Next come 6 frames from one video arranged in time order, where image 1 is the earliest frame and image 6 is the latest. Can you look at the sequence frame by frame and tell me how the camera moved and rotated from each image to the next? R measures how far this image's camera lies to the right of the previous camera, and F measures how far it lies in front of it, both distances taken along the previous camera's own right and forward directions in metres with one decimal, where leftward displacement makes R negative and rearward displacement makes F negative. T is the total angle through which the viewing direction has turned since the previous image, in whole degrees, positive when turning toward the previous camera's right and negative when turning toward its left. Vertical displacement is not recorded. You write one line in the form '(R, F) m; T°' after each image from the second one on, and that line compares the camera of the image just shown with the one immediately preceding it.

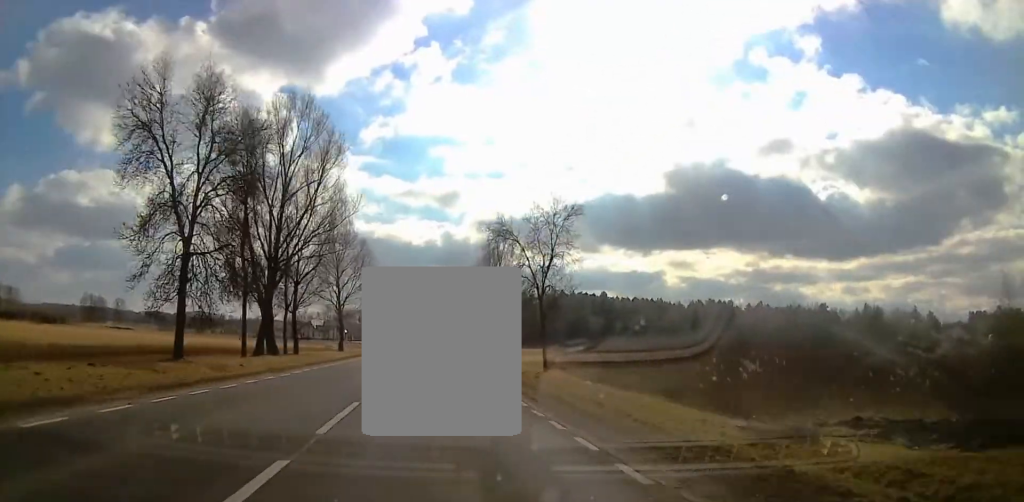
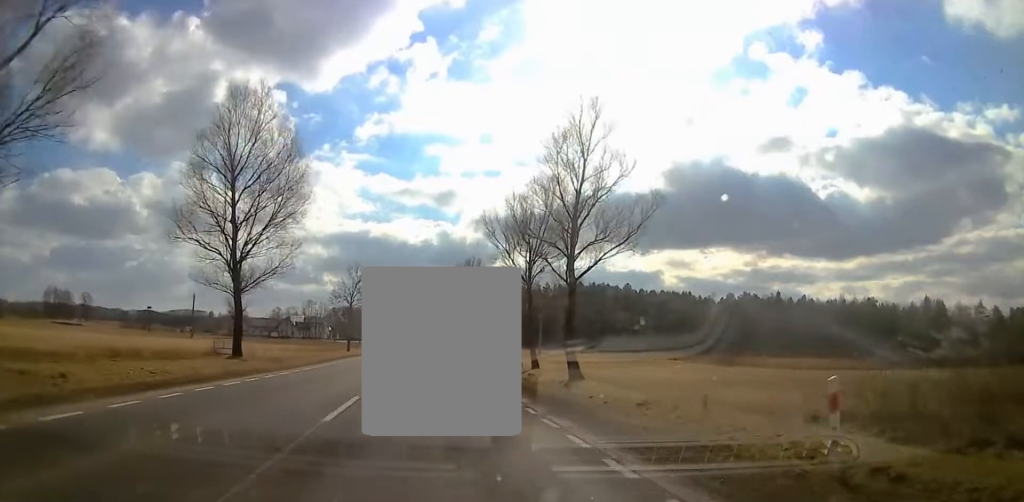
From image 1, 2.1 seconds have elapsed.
(-1.3, +47.4) m; -1°
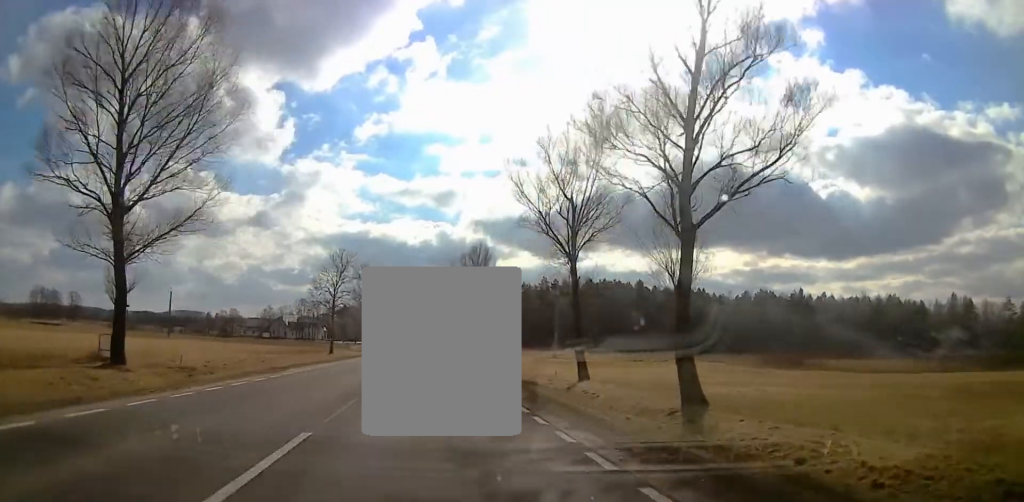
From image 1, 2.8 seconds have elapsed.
(+0.4, +16.8) m; +2°
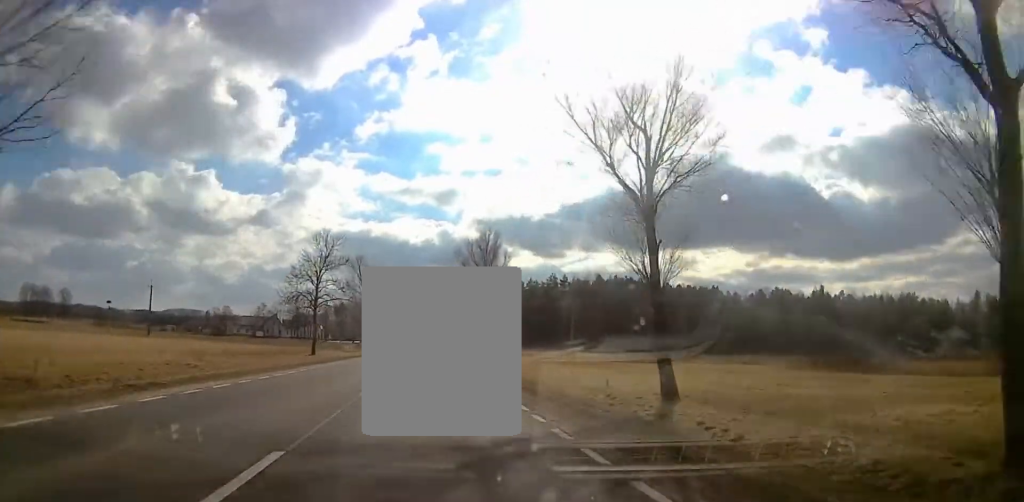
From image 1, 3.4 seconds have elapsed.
(+0.2, +13.4) m; -1°
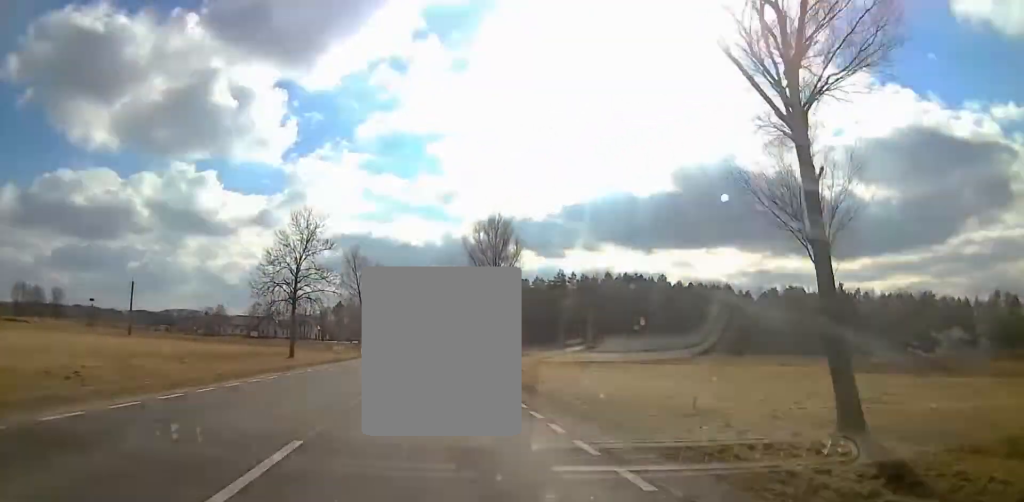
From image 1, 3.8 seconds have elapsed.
(+0.1, +11.5) m; -1°
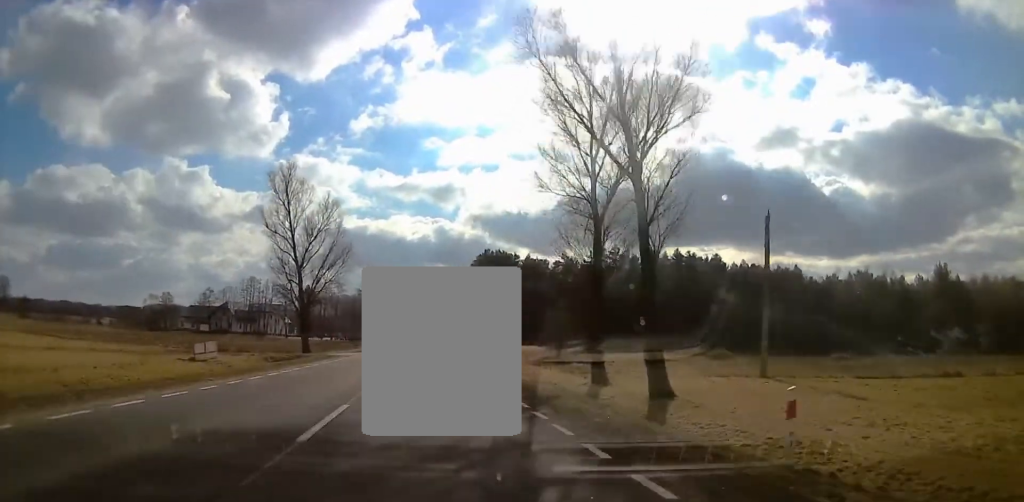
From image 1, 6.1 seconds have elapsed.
(-0.4, +55.9) m; 0°
